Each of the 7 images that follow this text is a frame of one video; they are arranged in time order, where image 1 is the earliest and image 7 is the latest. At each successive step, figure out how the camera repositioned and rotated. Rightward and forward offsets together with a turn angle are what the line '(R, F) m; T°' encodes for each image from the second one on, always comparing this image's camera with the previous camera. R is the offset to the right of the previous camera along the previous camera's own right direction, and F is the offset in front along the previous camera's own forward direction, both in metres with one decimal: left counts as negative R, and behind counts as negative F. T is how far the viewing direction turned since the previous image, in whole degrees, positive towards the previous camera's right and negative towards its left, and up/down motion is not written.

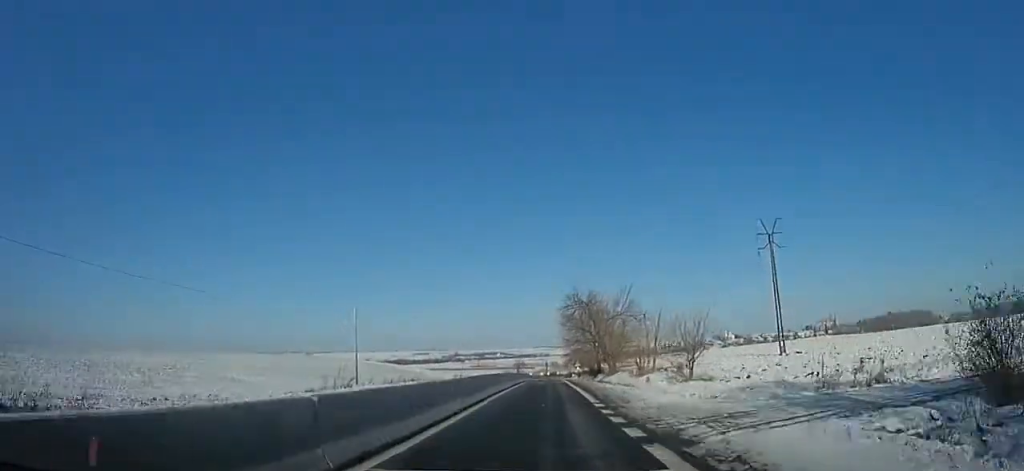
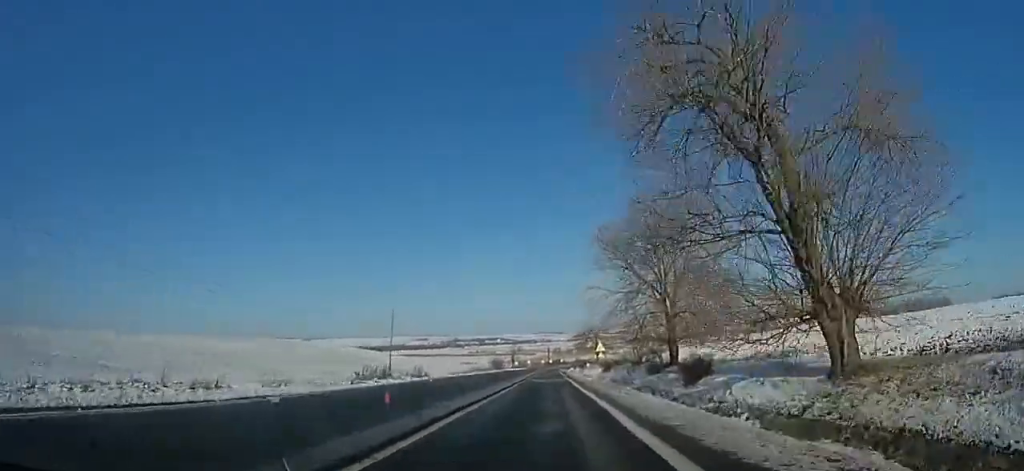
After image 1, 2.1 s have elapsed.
(-0.3, +42.7) m; -1°
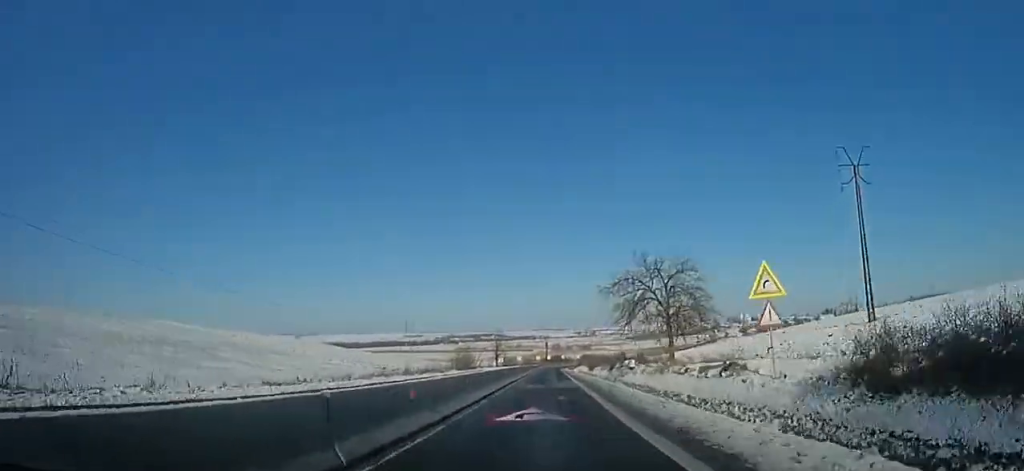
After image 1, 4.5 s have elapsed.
(+0.4, +45.1) m; +3°
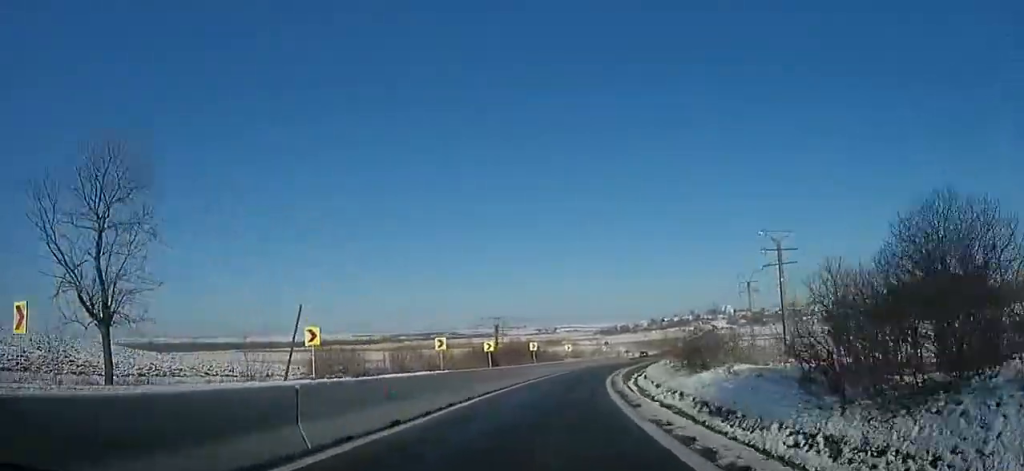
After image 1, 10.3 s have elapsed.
(+4.8, +111.3) m; +3°
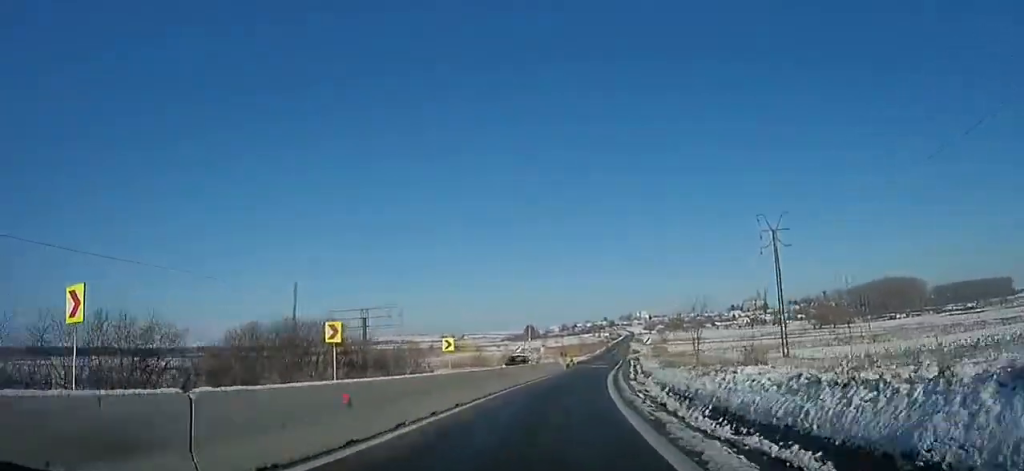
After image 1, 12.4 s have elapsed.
(+0.7, +44.1) m; +5°
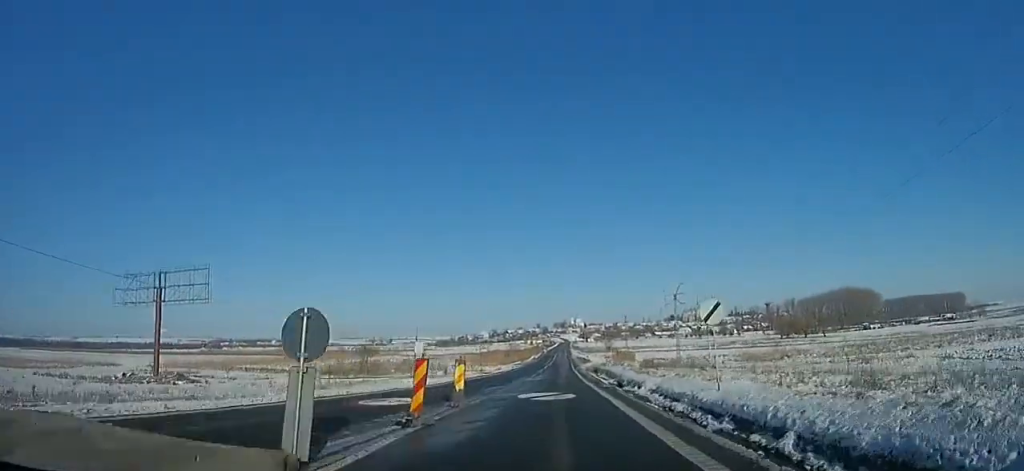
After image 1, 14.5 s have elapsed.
(+3.5, +46.0) m; +8°
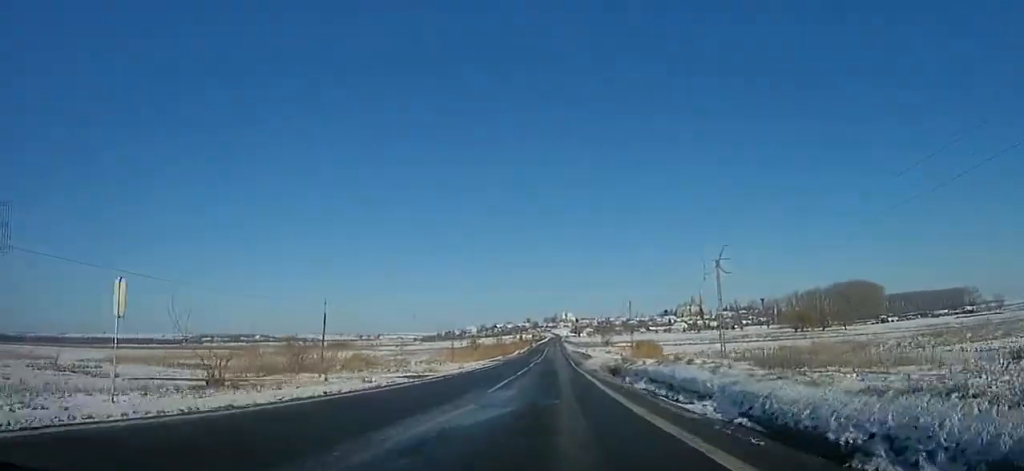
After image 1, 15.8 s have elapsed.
(+1.8, +28.7) m; +4°
